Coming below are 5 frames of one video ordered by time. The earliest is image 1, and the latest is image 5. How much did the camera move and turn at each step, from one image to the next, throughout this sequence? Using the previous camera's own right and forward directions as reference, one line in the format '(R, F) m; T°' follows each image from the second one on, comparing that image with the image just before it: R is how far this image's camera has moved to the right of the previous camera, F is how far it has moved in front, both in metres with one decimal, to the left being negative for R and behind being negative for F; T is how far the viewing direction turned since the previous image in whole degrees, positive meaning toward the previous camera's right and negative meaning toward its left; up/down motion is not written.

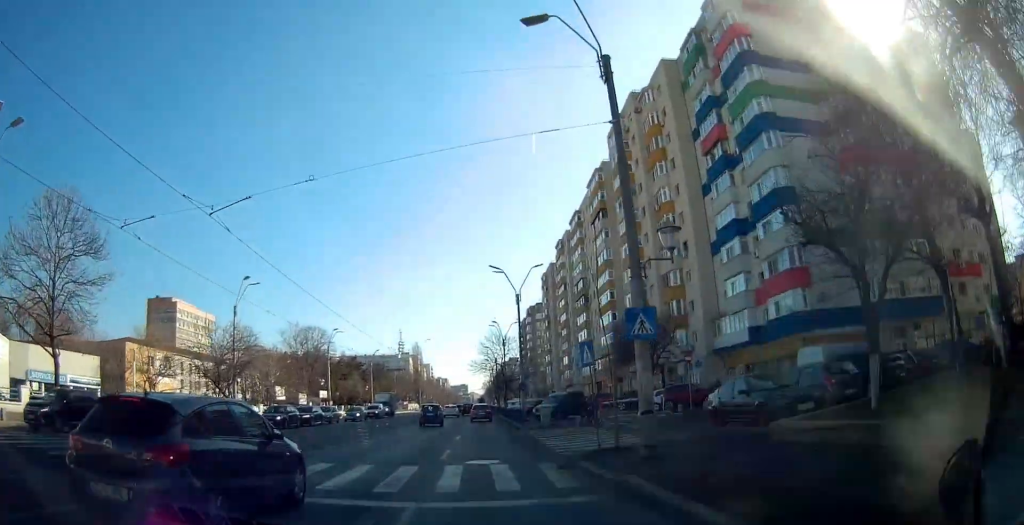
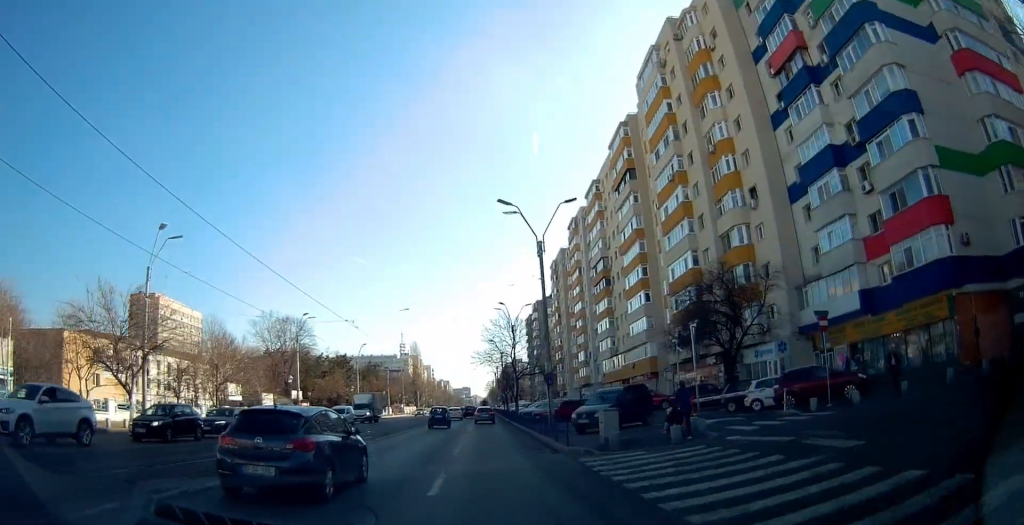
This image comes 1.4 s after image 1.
(+0.1, +14.1) m; +1°
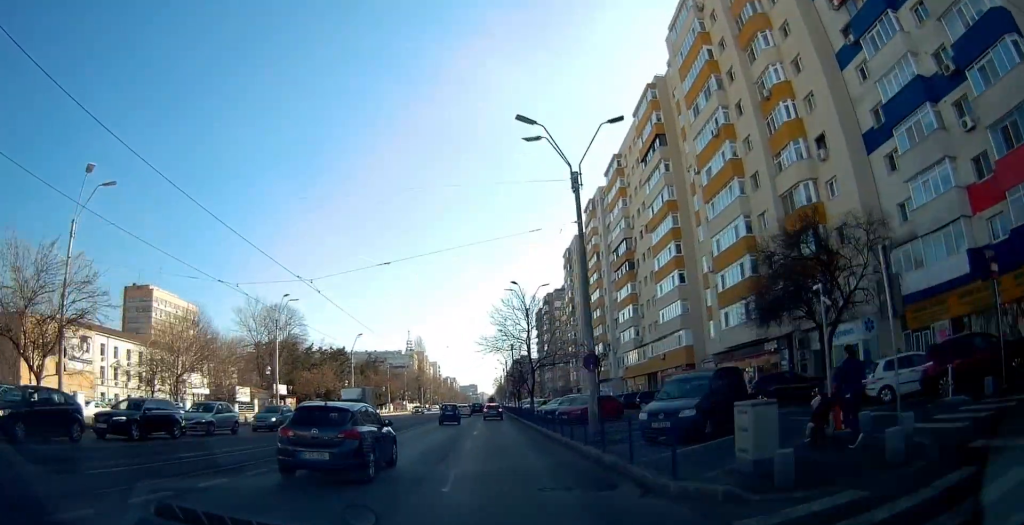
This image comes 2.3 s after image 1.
(0.0, +8.6) m; +1°
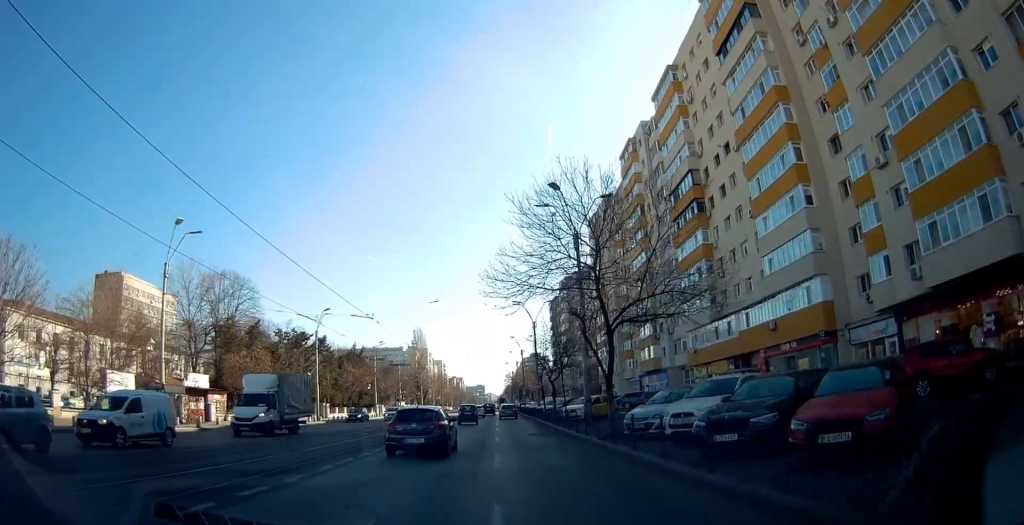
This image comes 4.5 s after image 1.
(+0.7, +21.7) m; +1°
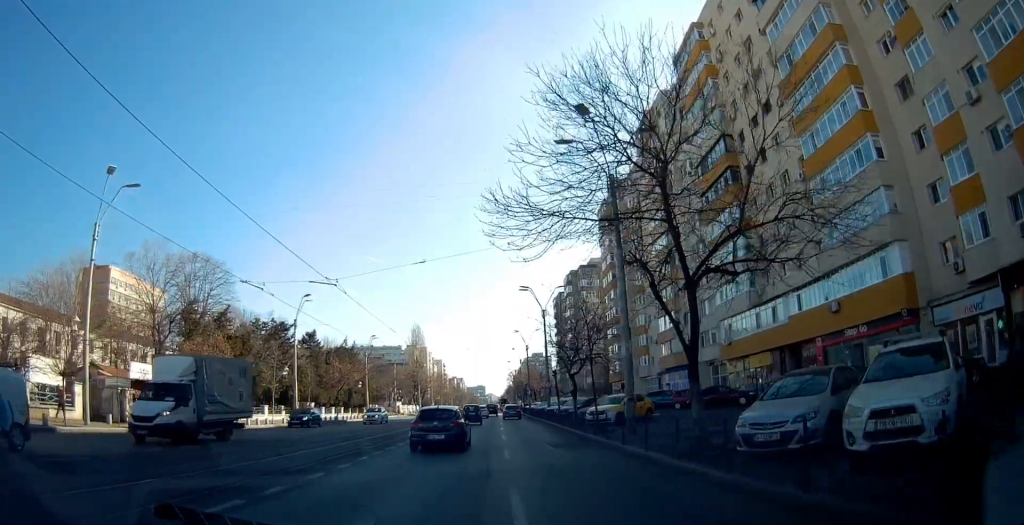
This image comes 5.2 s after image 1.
(-0.2, +7.6) m; -1°
